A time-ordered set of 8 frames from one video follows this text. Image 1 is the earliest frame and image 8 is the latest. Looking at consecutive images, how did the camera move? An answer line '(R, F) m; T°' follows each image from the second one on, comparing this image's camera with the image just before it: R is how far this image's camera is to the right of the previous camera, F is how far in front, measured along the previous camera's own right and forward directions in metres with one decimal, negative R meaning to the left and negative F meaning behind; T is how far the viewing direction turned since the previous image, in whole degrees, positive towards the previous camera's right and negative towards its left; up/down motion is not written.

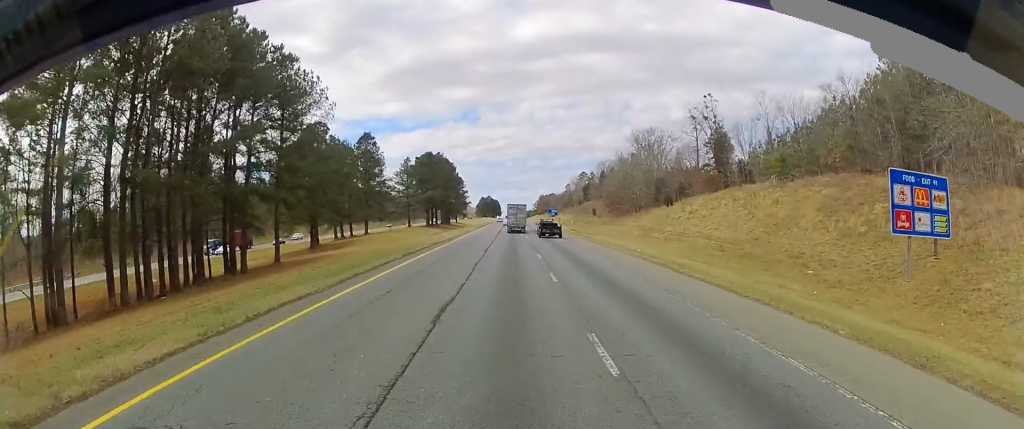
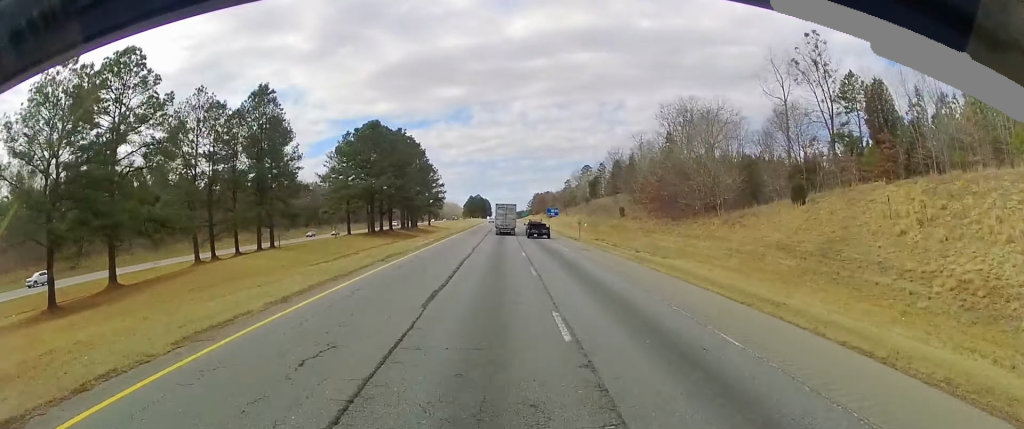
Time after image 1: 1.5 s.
(+0.5, +45.8) m; +1°
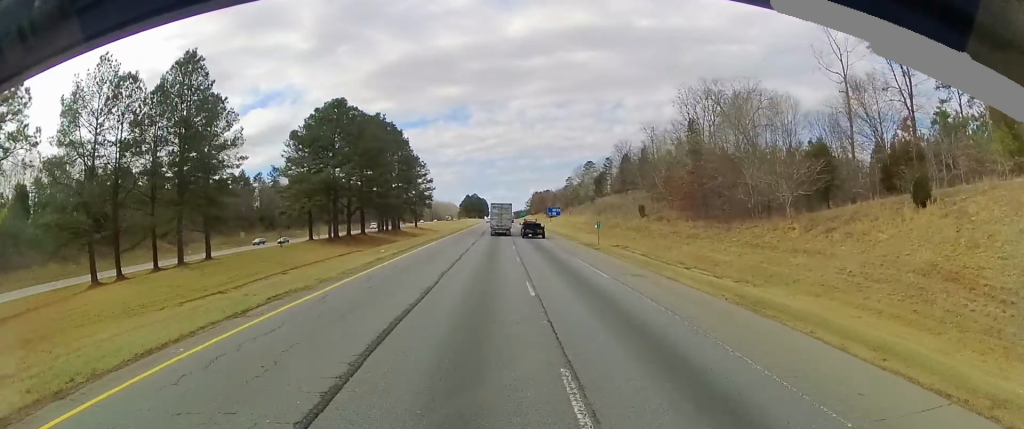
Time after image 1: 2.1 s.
(+0.1, +17.4) m; 0°
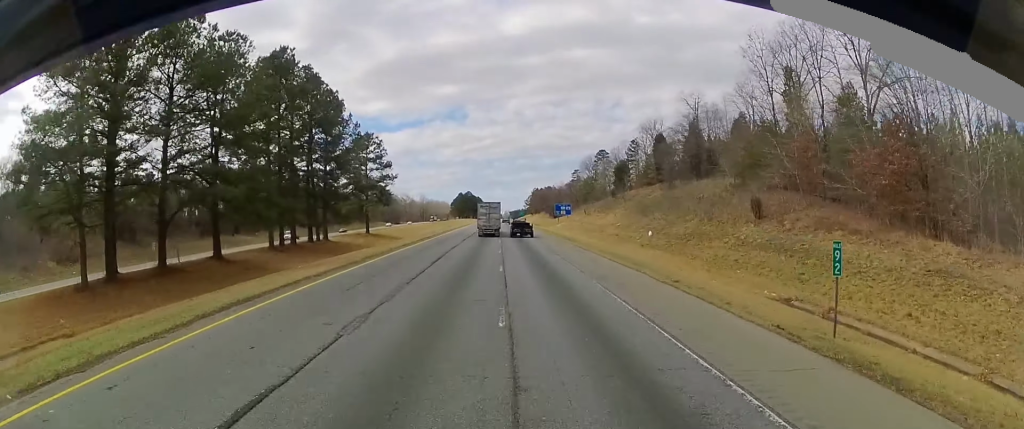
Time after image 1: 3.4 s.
(0.0, +41.8) m; 0°
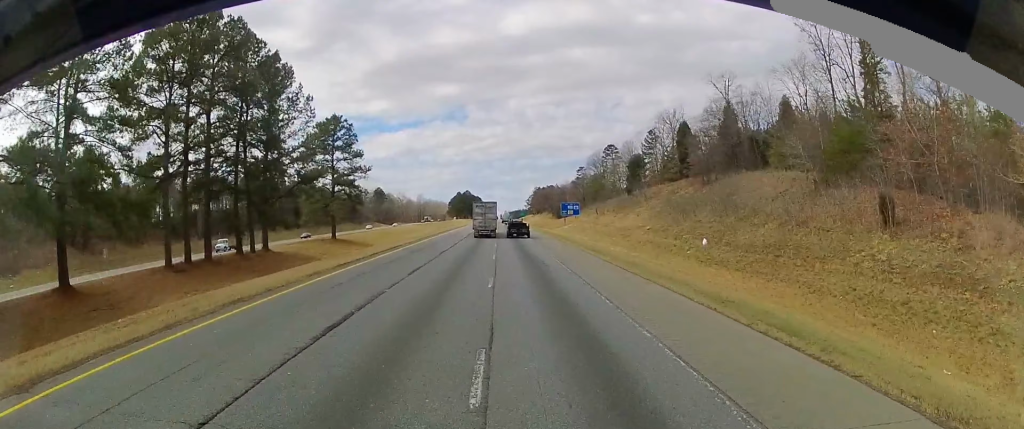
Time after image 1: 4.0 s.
(0.0, +17.2) m; 0°
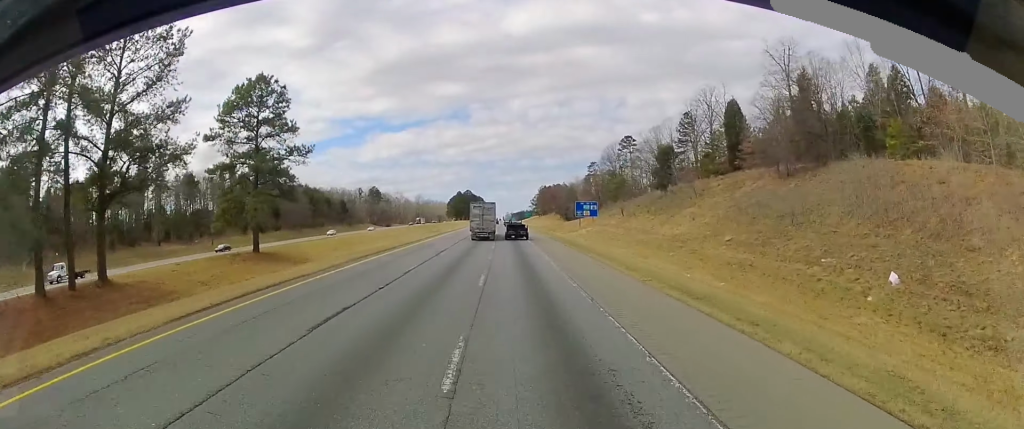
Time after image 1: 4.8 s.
(0.0, +23.3) m; 0°
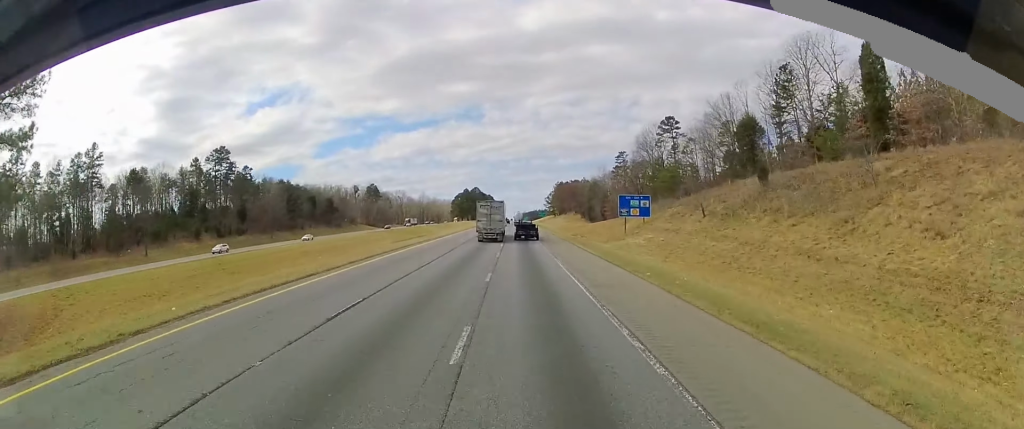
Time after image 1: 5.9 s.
(0.0, +34.5) m; -1°
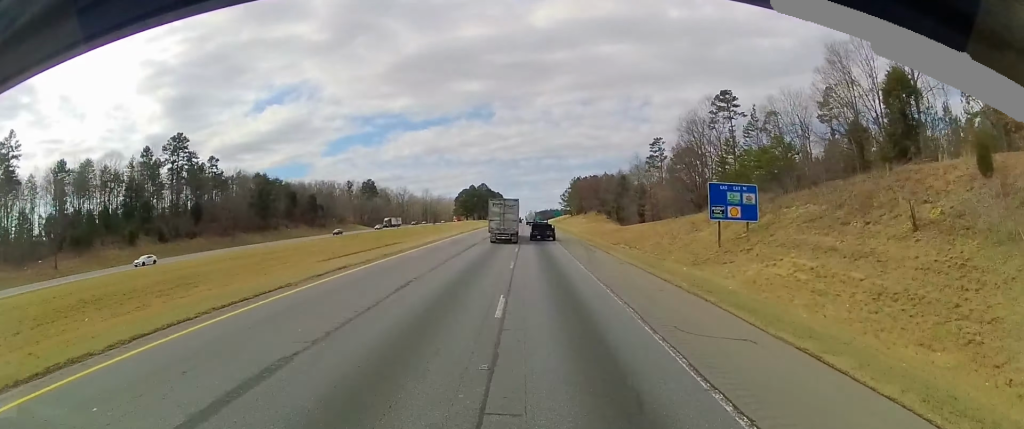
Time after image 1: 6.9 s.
(-0.7, +31.6) m; -1°
